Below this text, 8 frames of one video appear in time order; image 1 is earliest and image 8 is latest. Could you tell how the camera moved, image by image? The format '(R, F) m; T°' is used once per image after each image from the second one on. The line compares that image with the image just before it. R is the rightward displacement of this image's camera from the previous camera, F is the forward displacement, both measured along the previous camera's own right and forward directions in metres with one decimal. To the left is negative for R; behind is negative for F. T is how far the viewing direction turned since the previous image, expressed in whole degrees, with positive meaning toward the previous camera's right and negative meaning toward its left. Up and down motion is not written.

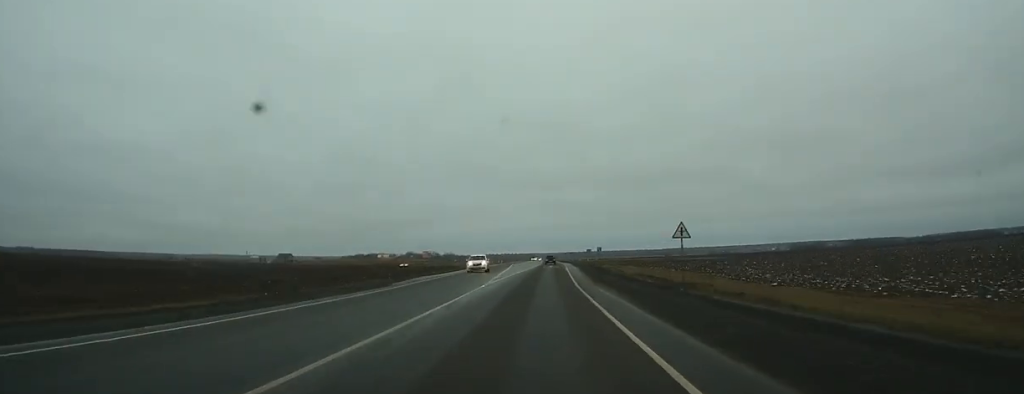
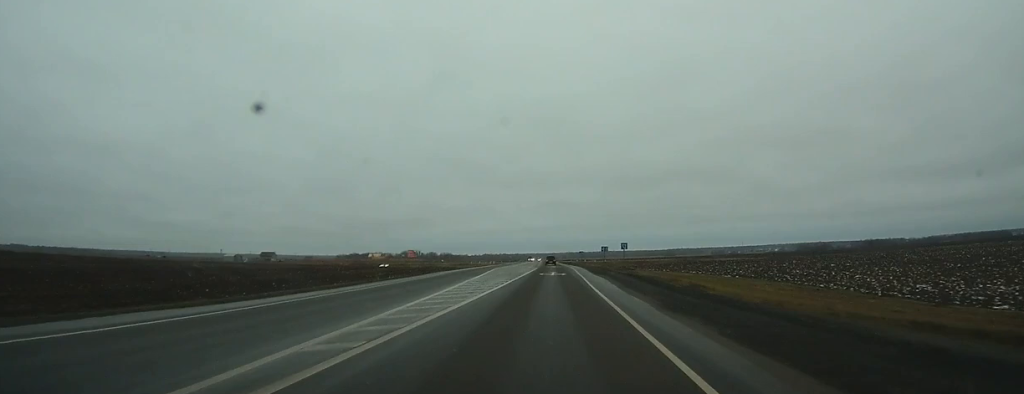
(0.0, +32.3) m; 0°
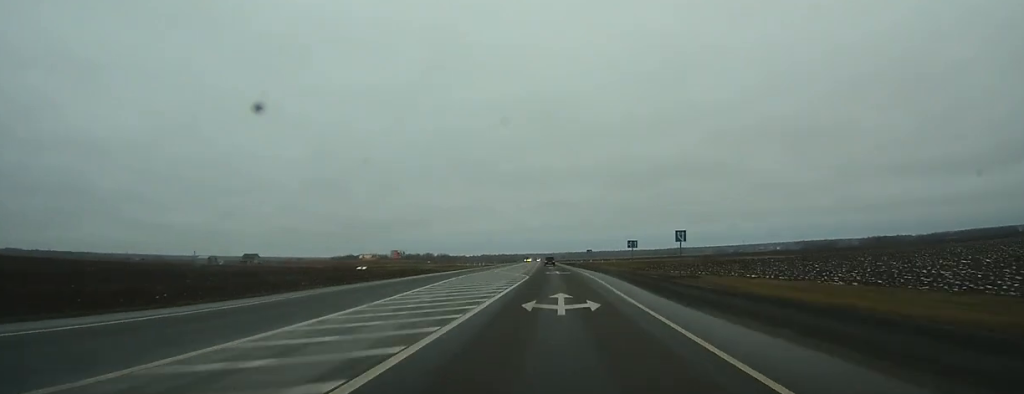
(0.0, +28.5) m; 0°
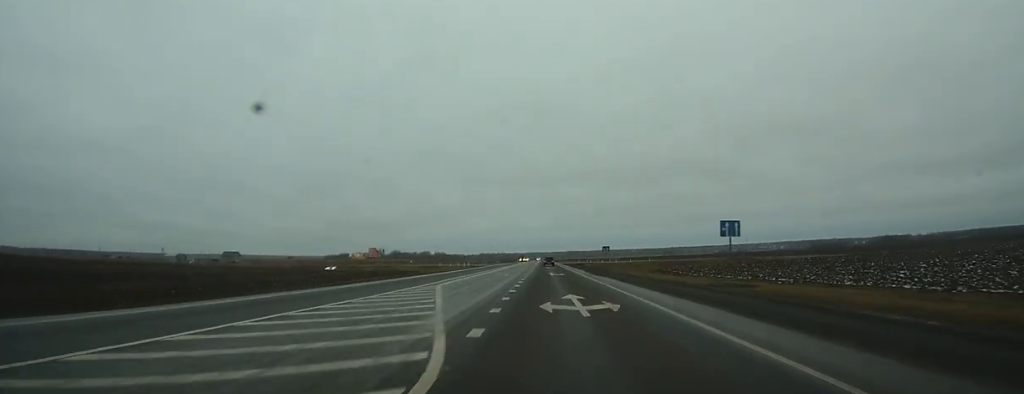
(+0.1, +30.5) m; 0°
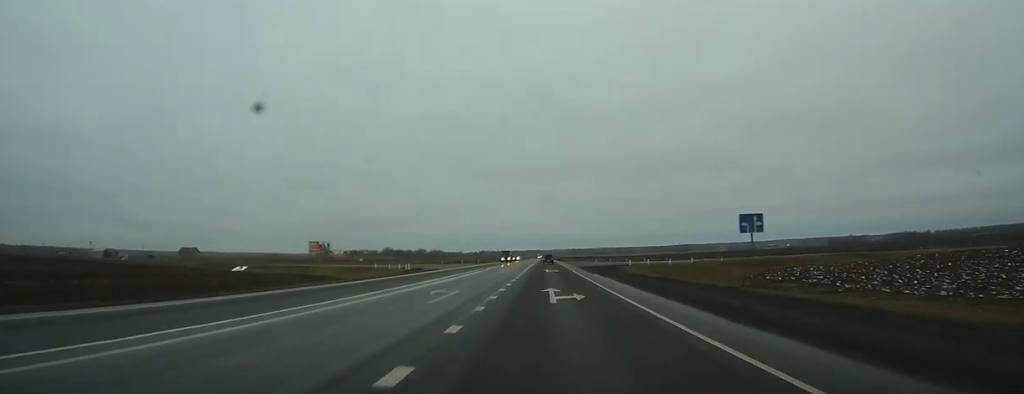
(+0.2, +55.6) m; 0°
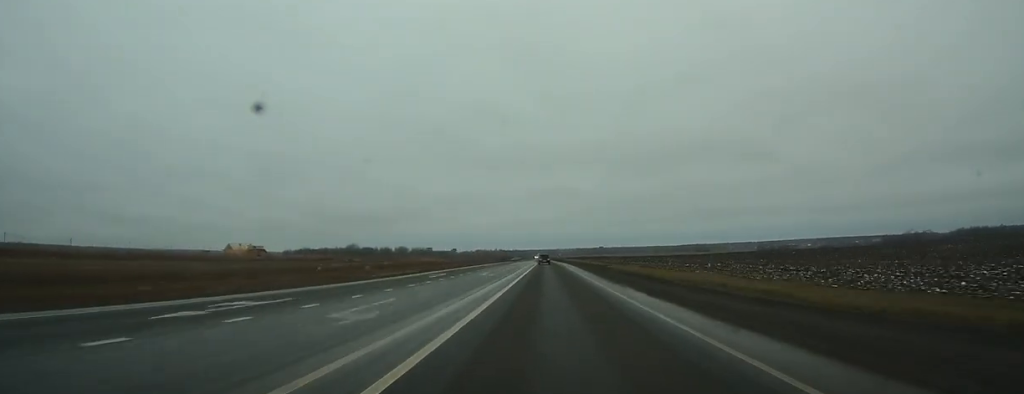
(-1.3, +161.4) m; -1°
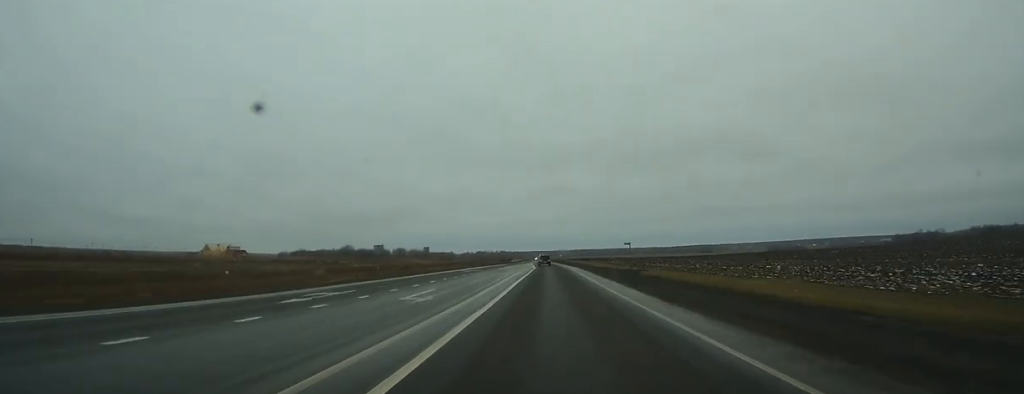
(0.0, +23.5) m; 0°
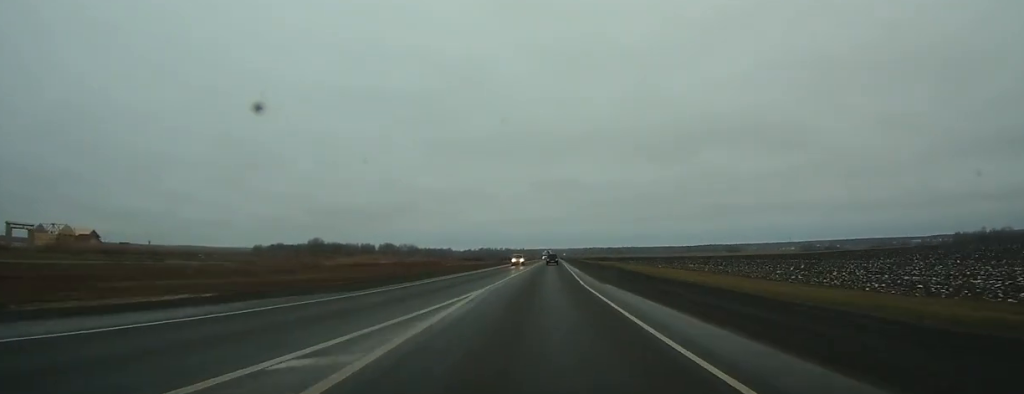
(-0.7, +114.8) m; -1°
